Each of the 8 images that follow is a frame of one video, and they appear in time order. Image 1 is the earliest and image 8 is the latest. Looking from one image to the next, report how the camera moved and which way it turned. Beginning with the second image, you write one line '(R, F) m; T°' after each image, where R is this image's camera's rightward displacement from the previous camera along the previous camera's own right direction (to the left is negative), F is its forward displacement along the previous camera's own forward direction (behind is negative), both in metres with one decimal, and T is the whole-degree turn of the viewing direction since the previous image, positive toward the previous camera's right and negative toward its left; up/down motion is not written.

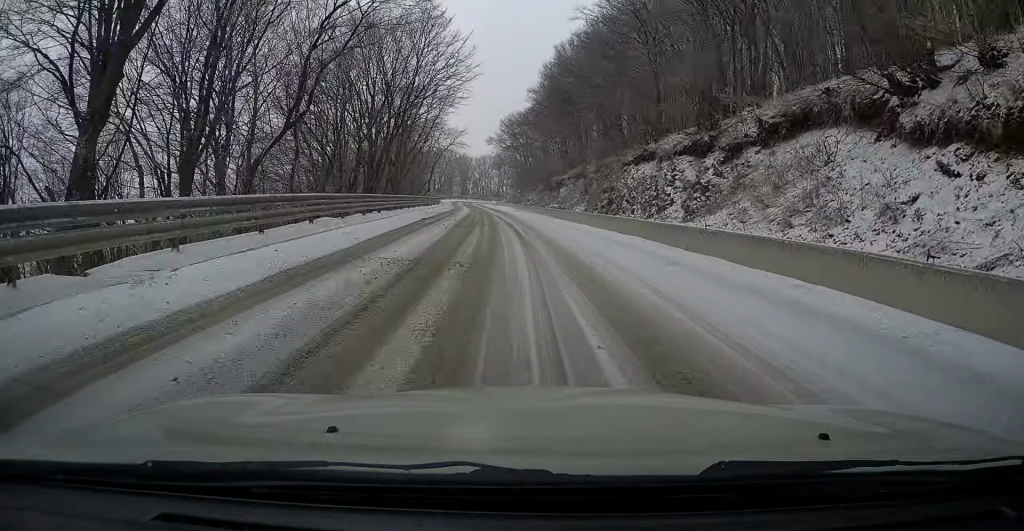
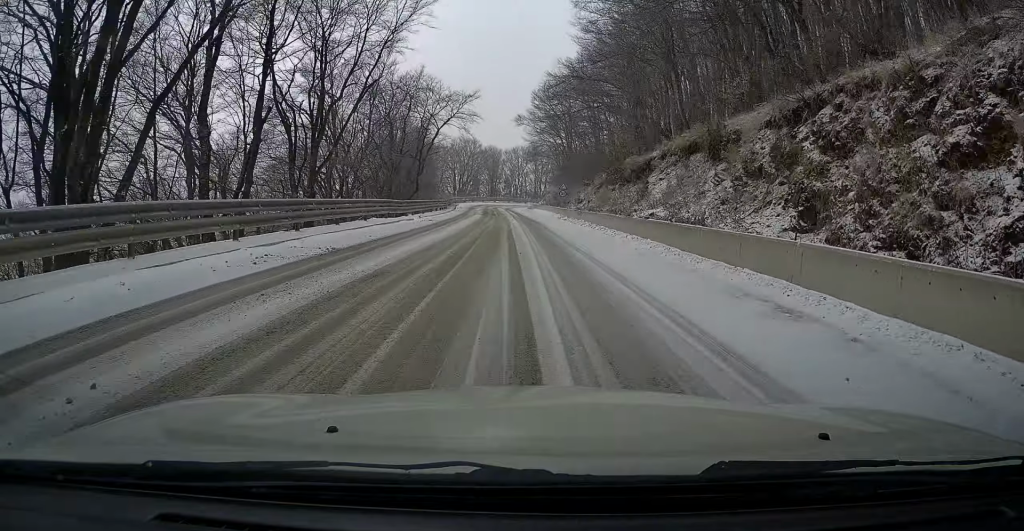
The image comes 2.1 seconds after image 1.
(-0.8, +29.1) m; -3°
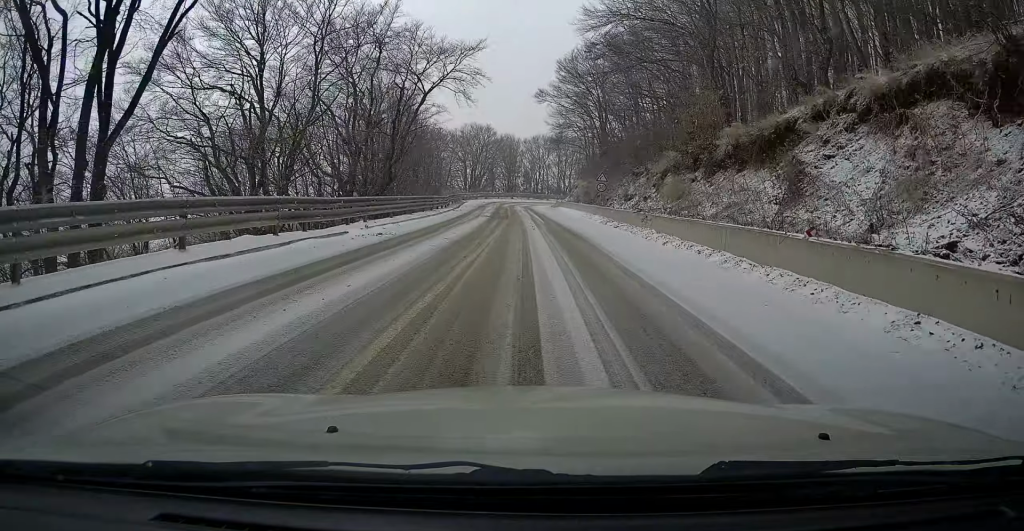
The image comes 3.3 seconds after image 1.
(-0.1, +15.5) m; 0°
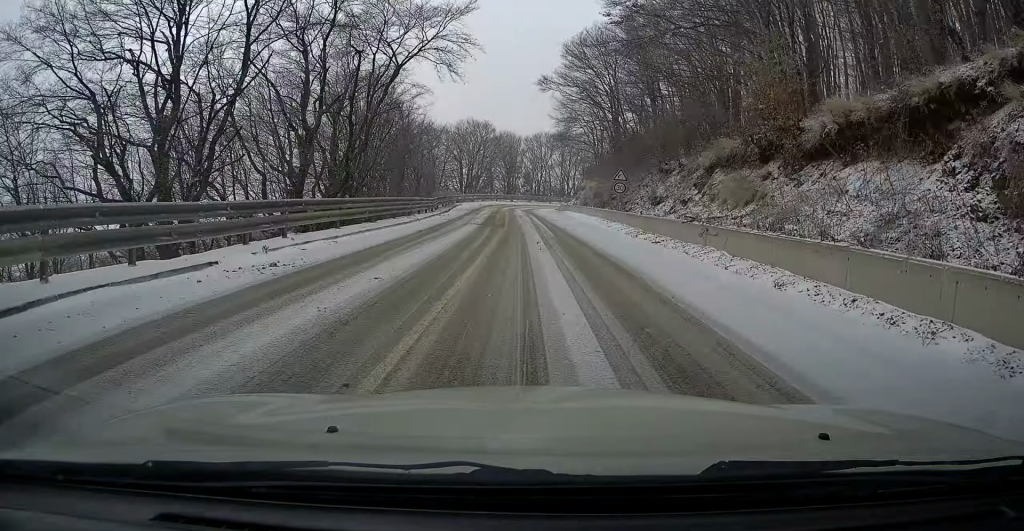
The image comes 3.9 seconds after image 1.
(+0.1, +7.9) m; 0°
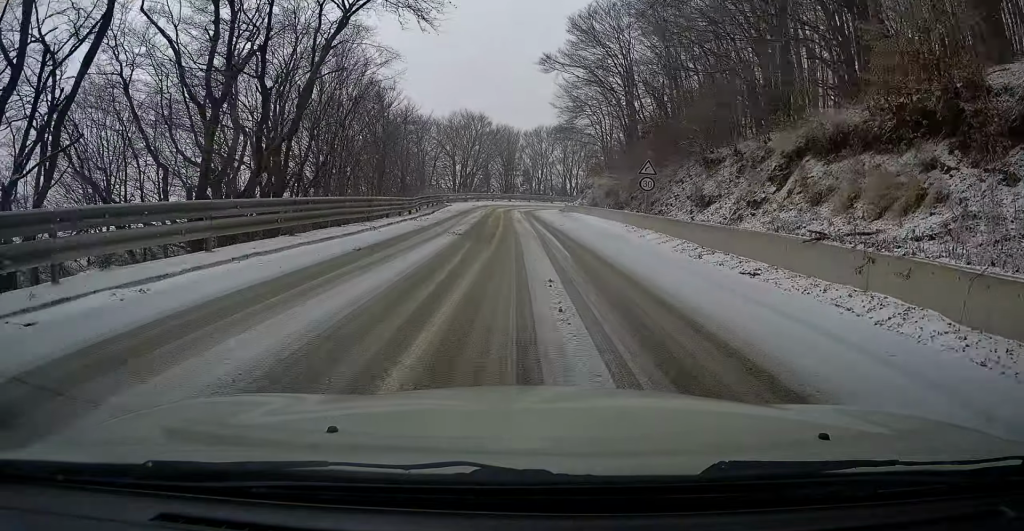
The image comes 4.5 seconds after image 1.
(+0.1, +8.2) m; -1°
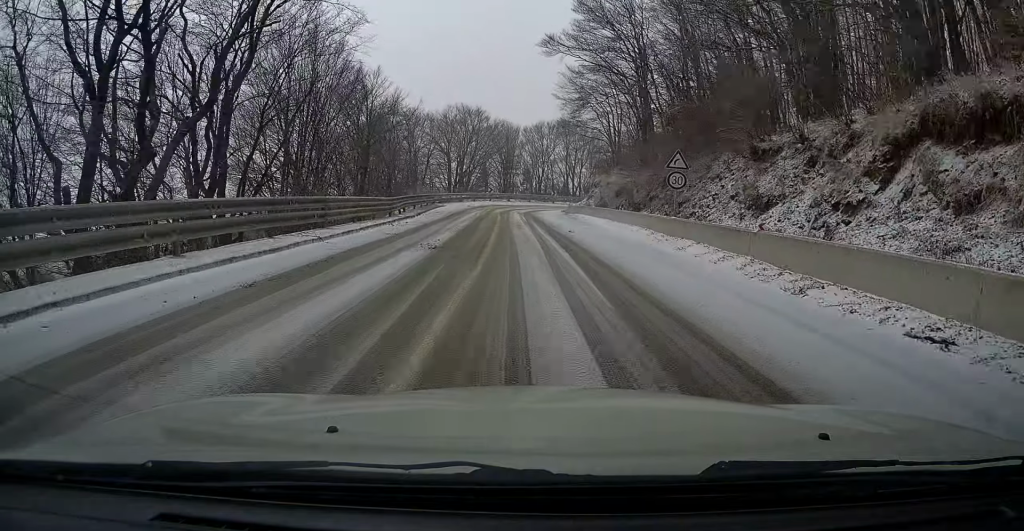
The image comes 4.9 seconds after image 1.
(-0.1, +5.2) m; -1°
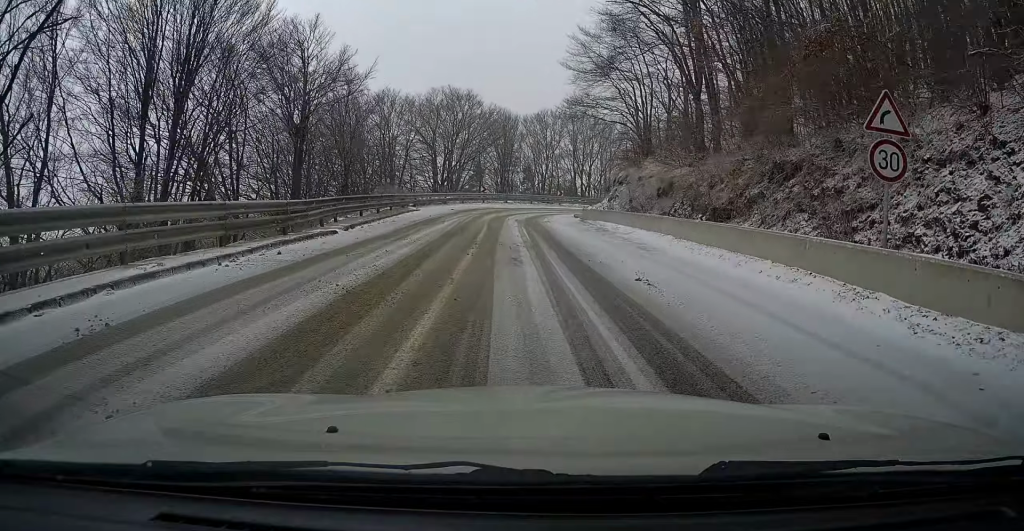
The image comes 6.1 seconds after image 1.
(-0.2, +12.9) m; -1°
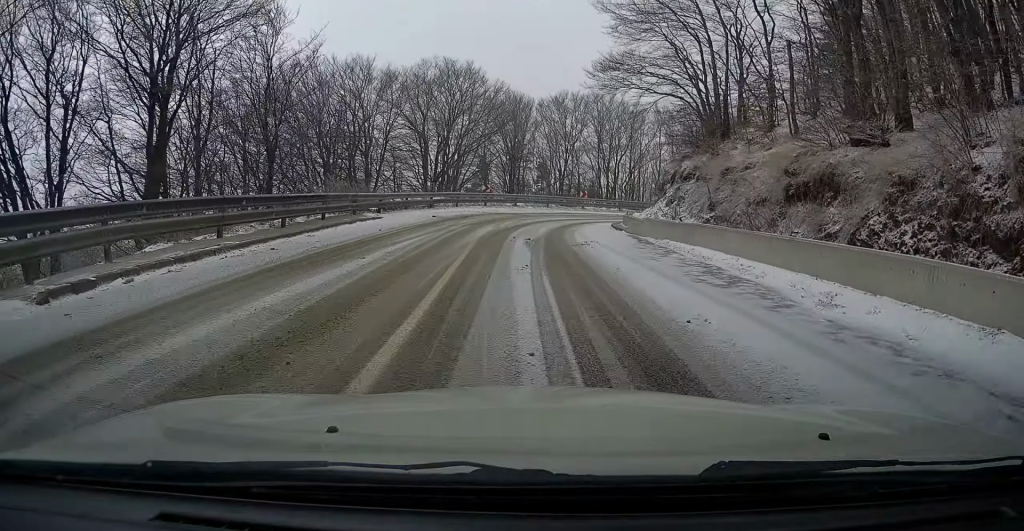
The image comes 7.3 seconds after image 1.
(-0.1, +13.2) m; 0°
